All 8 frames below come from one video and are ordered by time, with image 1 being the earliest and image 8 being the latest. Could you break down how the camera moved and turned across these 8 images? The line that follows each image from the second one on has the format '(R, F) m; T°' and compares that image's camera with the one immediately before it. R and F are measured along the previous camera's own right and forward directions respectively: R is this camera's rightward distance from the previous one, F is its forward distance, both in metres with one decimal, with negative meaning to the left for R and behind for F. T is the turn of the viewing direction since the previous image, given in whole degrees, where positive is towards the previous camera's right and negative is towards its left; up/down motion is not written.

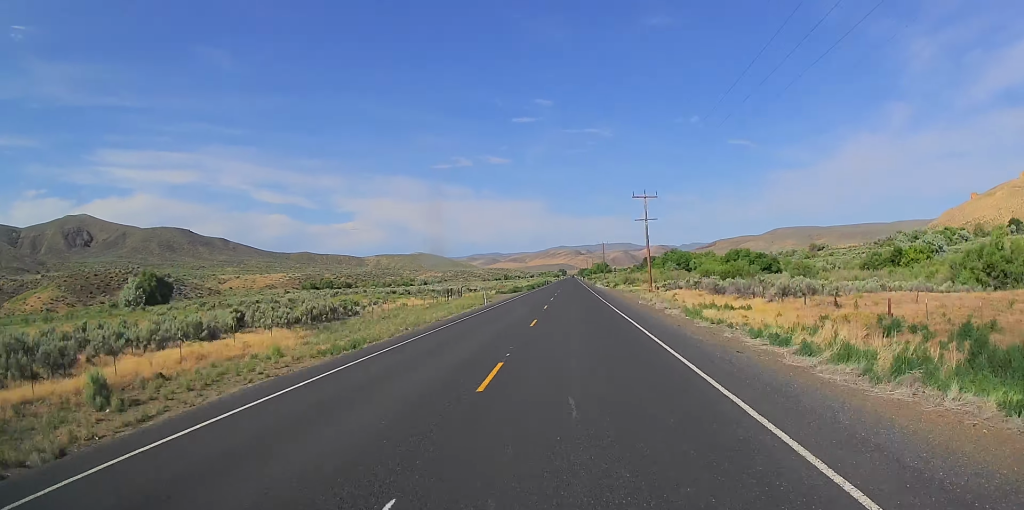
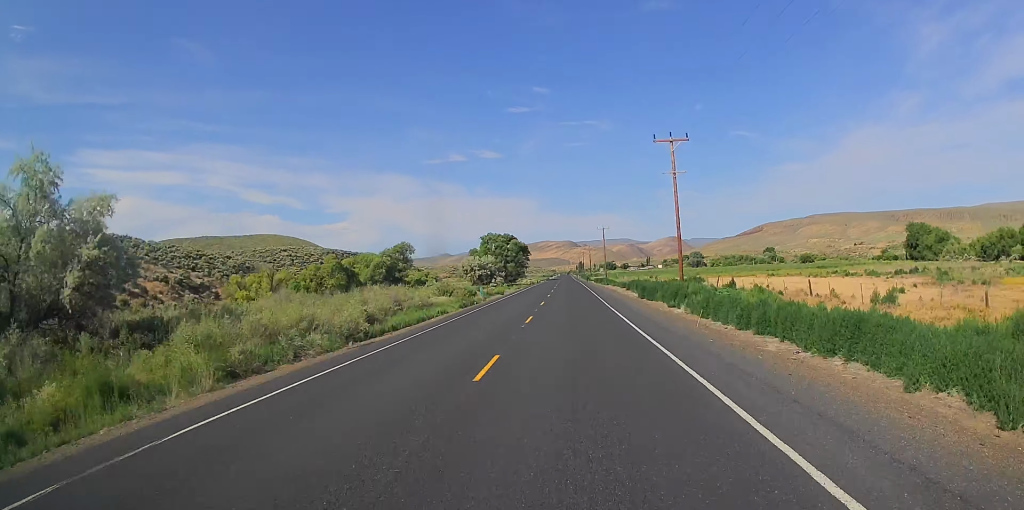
(+14.7, +798.1) m; +1°
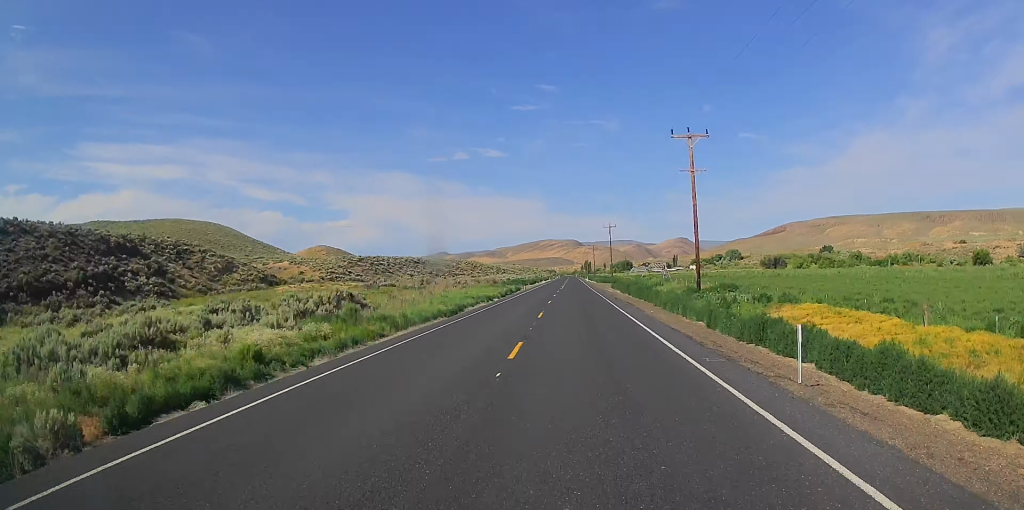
(+0.2, +214.3) m; -1°
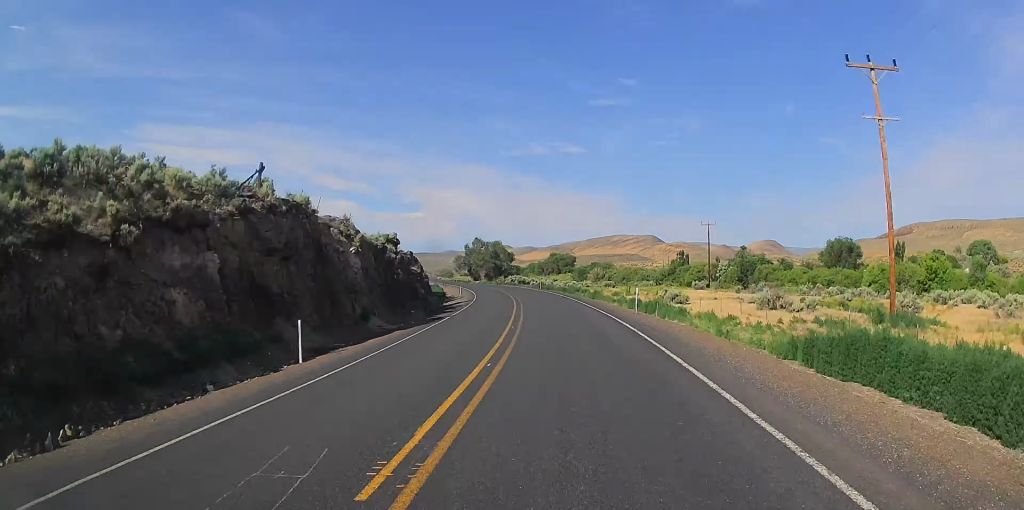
(-27.7, +410.4) m; -13°
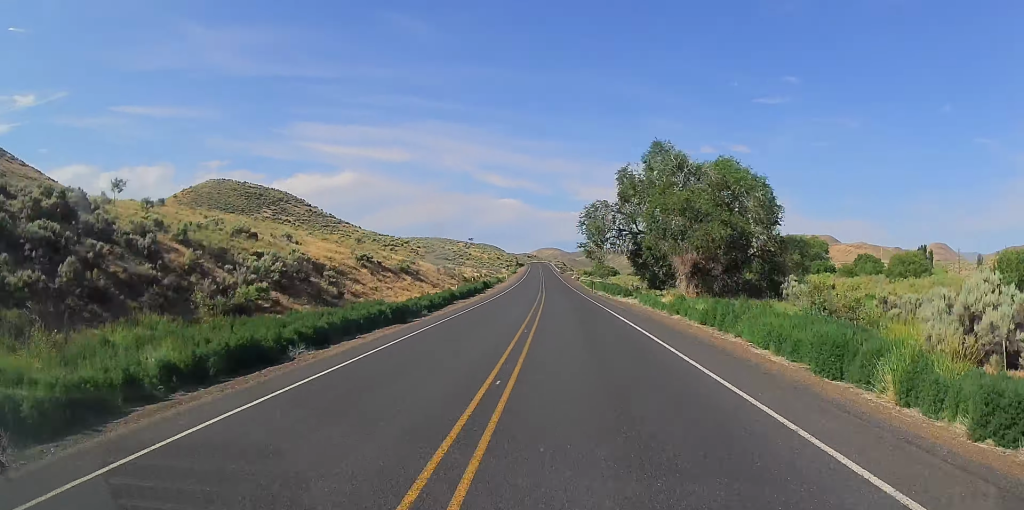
(-5.1, +155.8) m; -7°
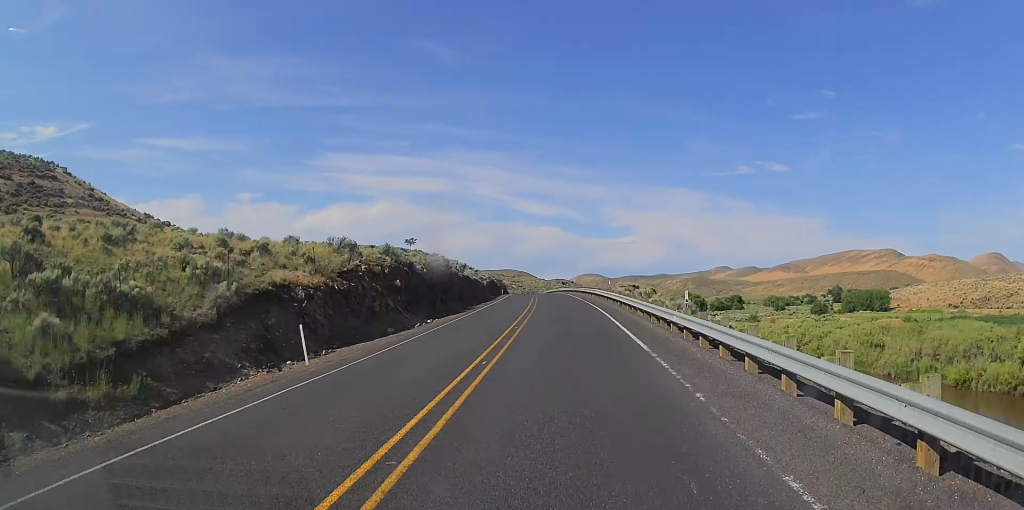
(-24.9, +218.6) m; -4°
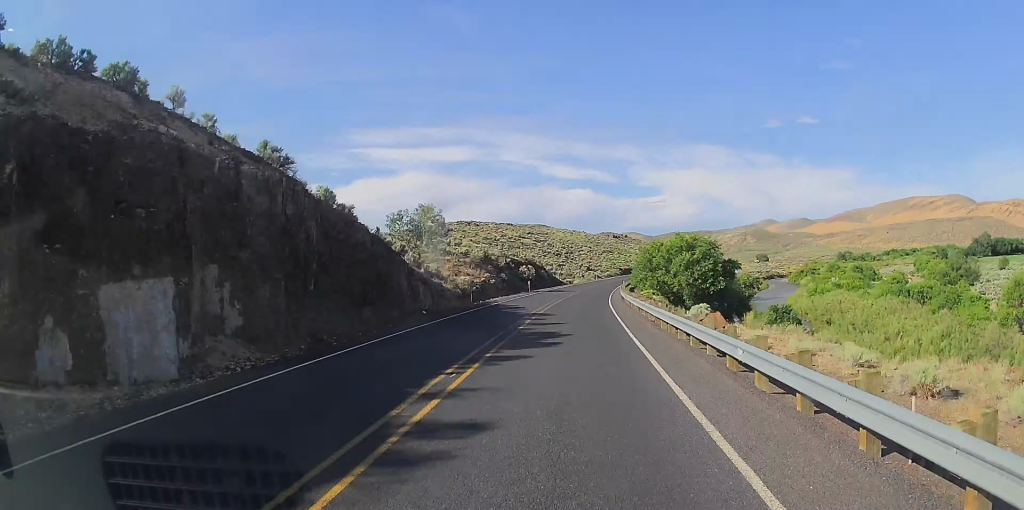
(-3.4, +259.8) m; +4°
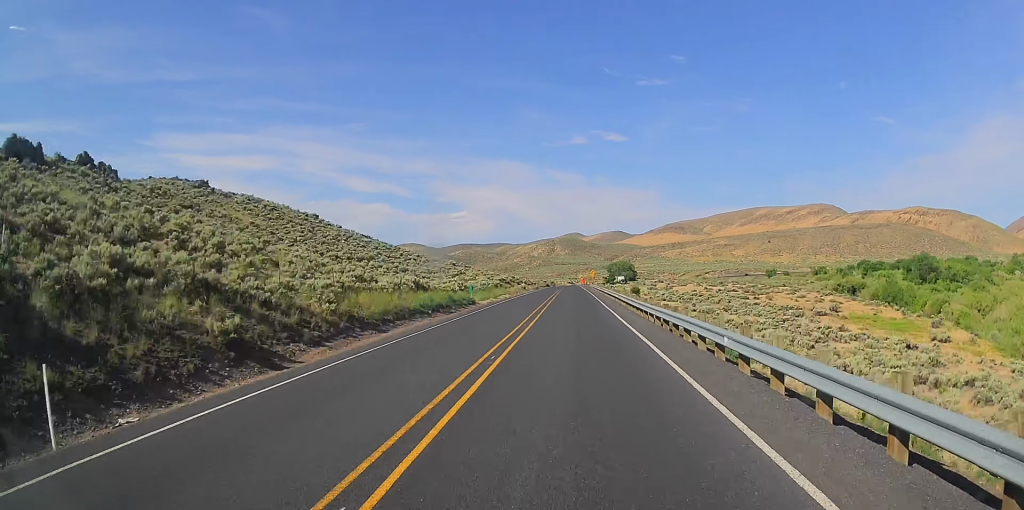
(+41.3, +377.1) m; +21°
